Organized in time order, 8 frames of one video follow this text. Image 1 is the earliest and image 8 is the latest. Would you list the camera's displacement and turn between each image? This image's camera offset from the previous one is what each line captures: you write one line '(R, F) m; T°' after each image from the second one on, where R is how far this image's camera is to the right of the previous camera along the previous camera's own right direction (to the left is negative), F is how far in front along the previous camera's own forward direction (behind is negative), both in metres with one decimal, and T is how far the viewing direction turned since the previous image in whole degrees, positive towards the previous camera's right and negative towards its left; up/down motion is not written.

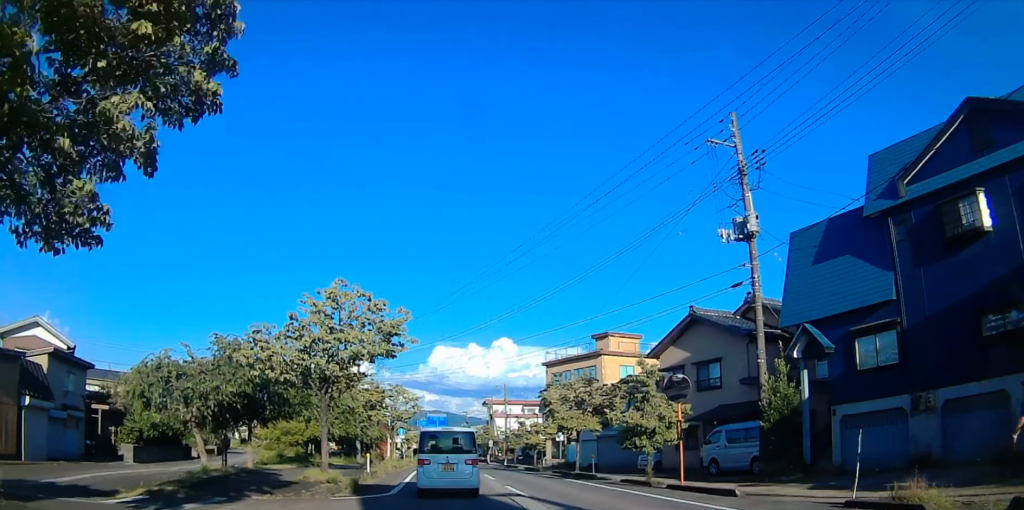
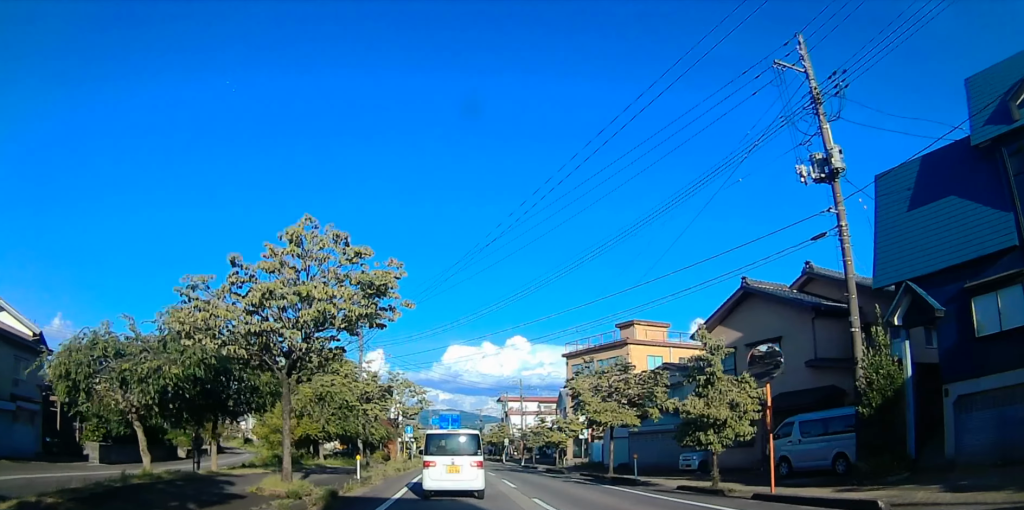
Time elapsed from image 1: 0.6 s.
(-0.2, +5.6) m; 0°
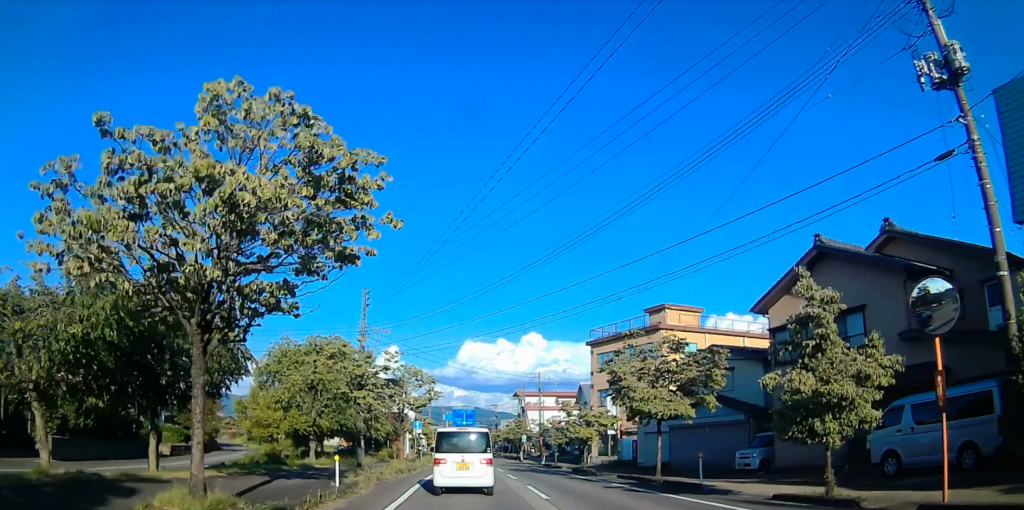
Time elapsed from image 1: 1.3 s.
(+0.1, +5.5) m; +1°
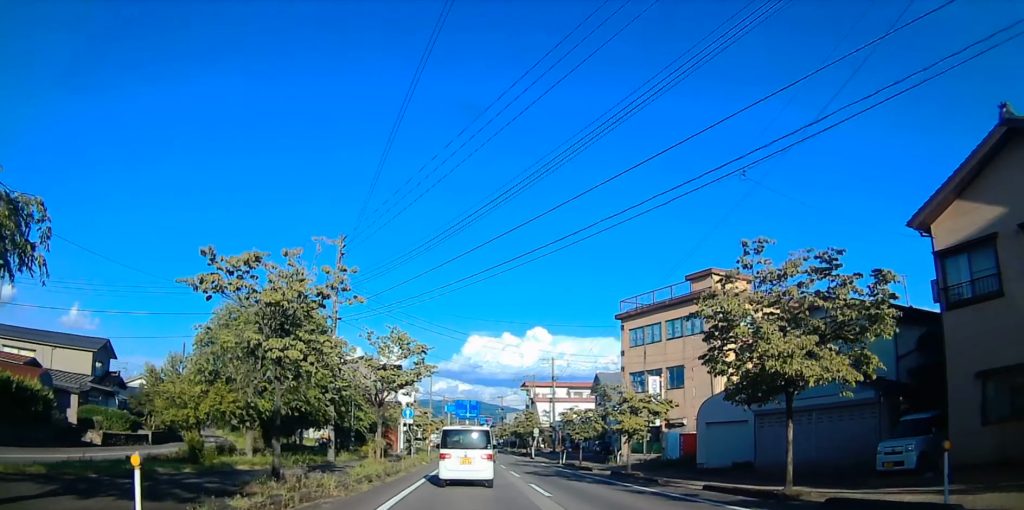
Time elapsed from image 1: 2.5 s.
(+0.3, +10.5) m; +2°
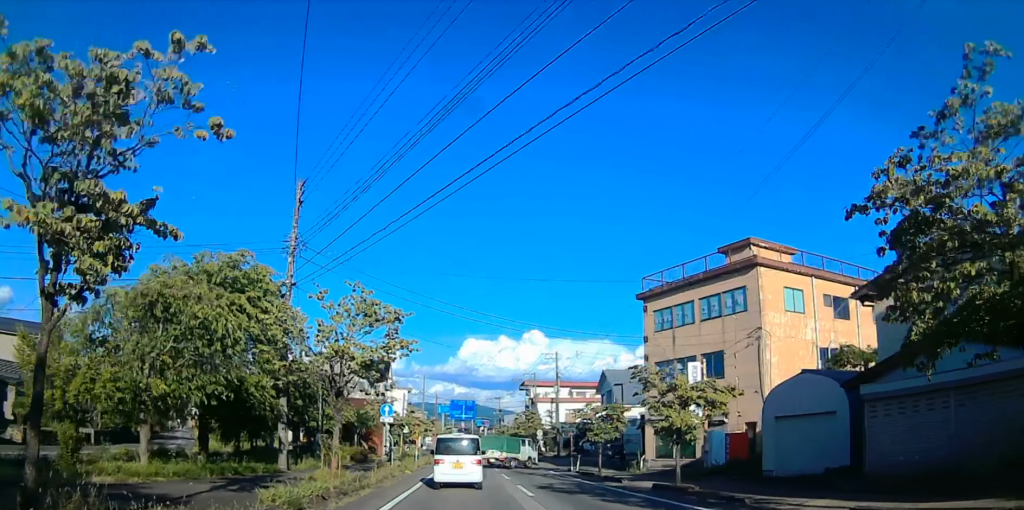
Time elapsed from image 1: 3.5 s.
(0.0, +7.9) m; 0°
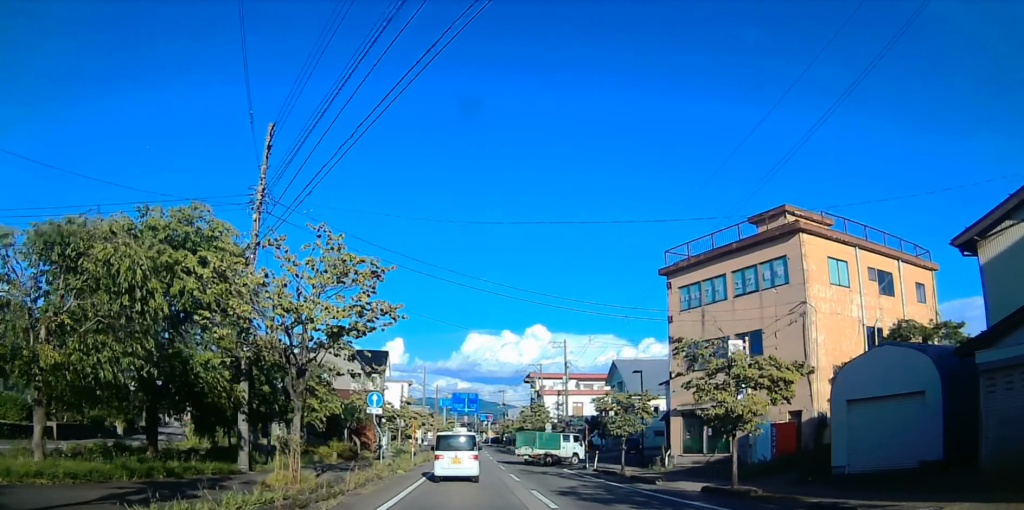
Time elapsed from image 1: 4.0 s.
(0.0, +4.6) m; 0°
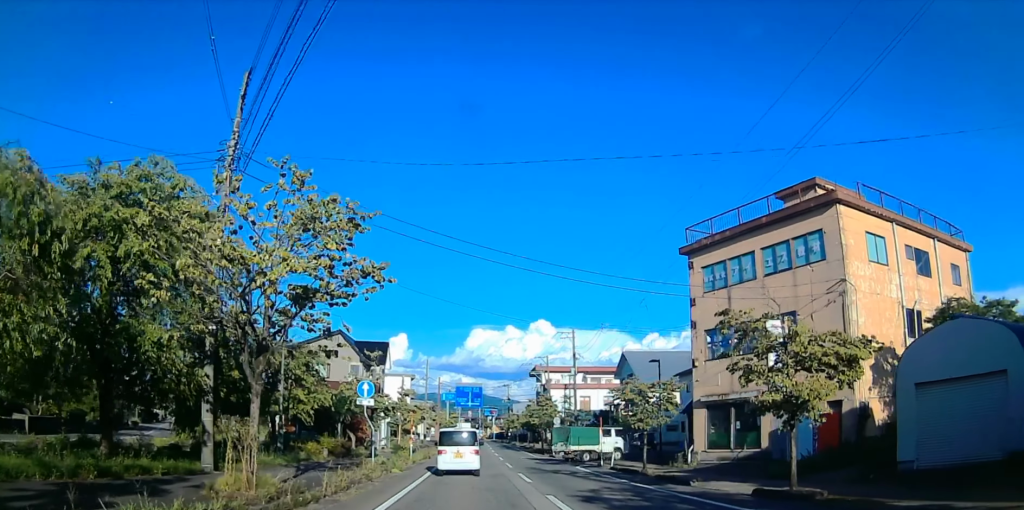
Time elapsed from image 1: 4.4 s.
(0.0, +3.2) m; 0°
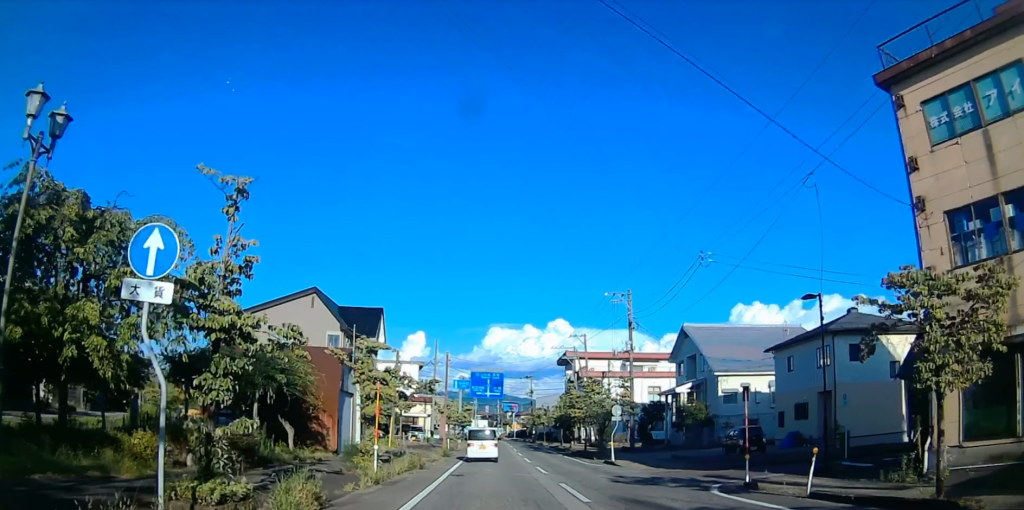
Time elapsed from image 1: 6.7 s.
(0.0, +17.7) m; -5°
